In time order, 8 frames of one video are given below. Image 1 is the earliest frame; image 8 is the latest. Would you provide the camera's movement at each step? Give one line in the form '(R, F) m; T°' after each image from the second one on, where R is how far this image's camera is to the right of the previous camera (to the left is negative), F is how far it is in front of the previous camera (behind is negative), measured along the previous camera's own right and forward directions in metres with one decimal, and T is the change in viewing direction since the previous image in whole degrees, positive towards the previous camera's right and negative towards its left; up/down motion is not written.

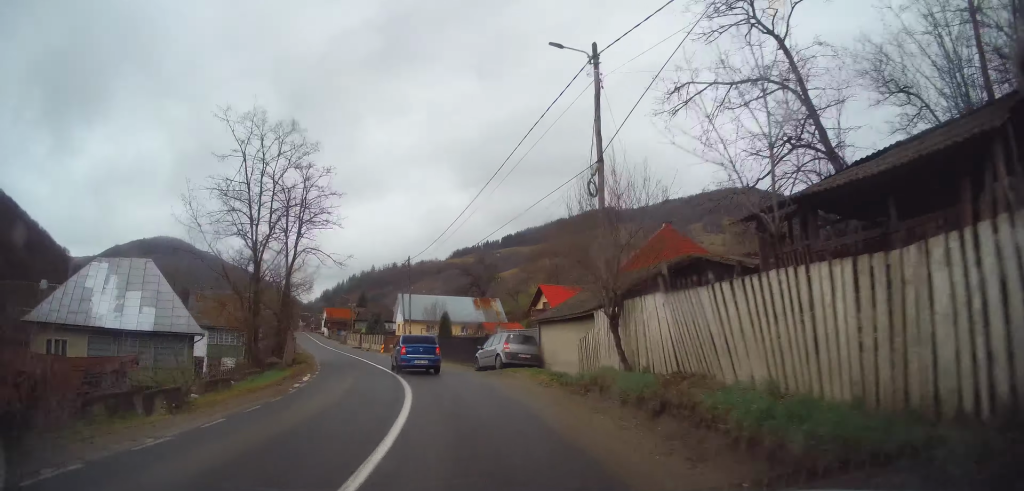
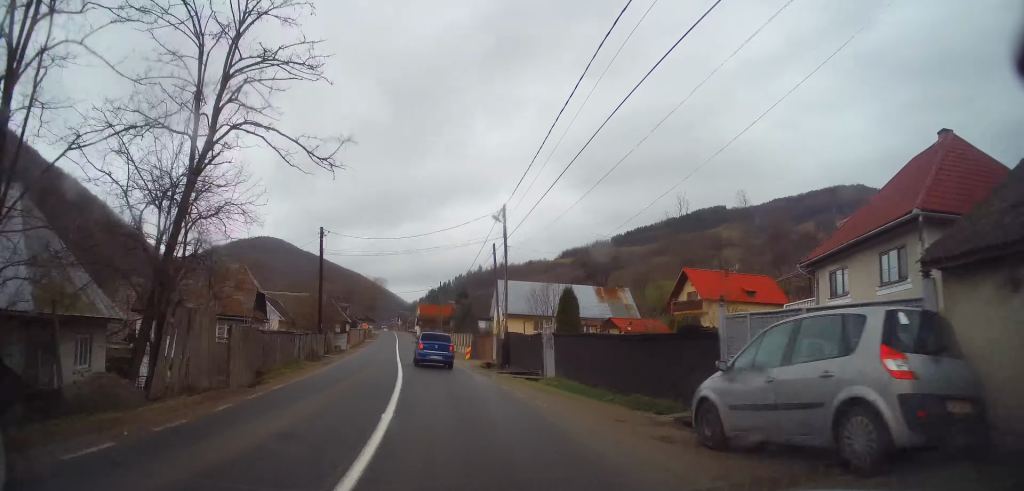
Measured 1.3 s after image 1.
(-1.6, +17.8) m; -11°
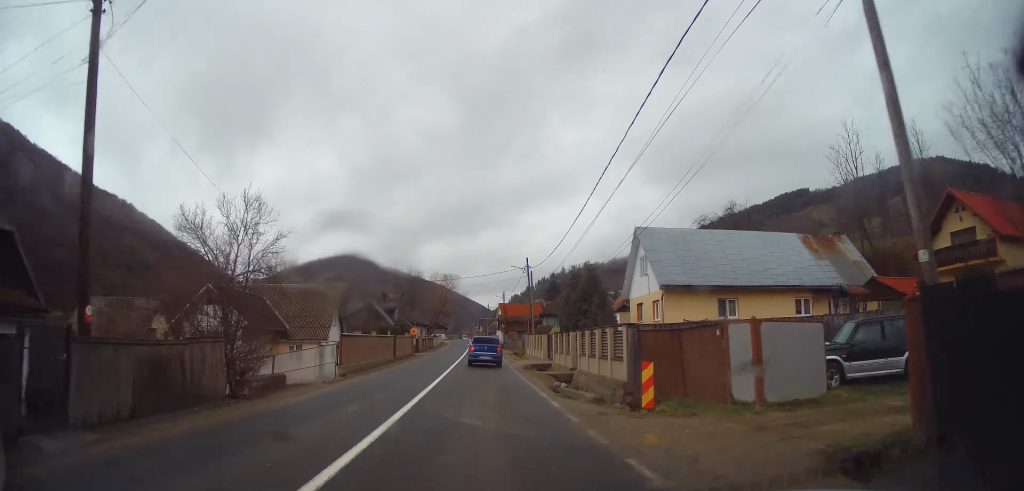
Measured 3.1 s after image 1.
(-2.4, +26.0) m; -7°
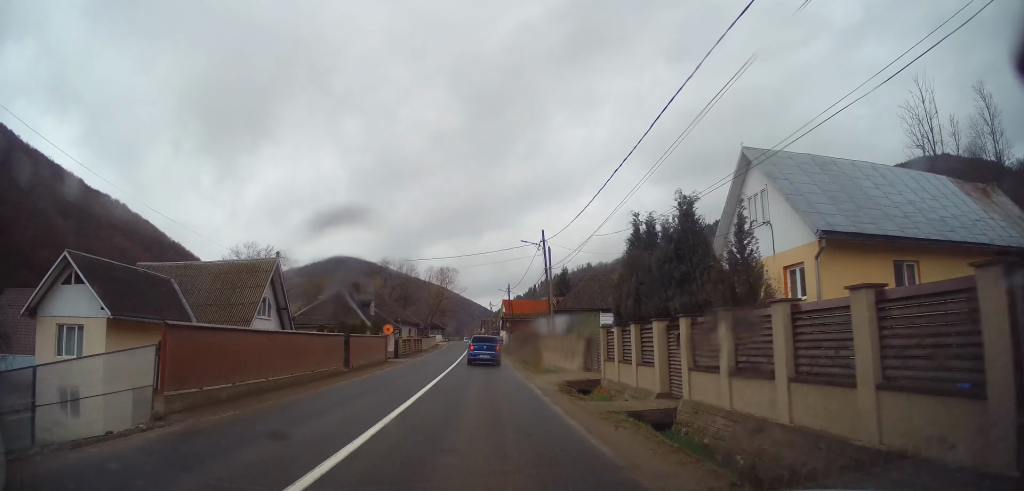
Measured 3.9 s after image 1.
(-0.1, +12.7) m; 0°
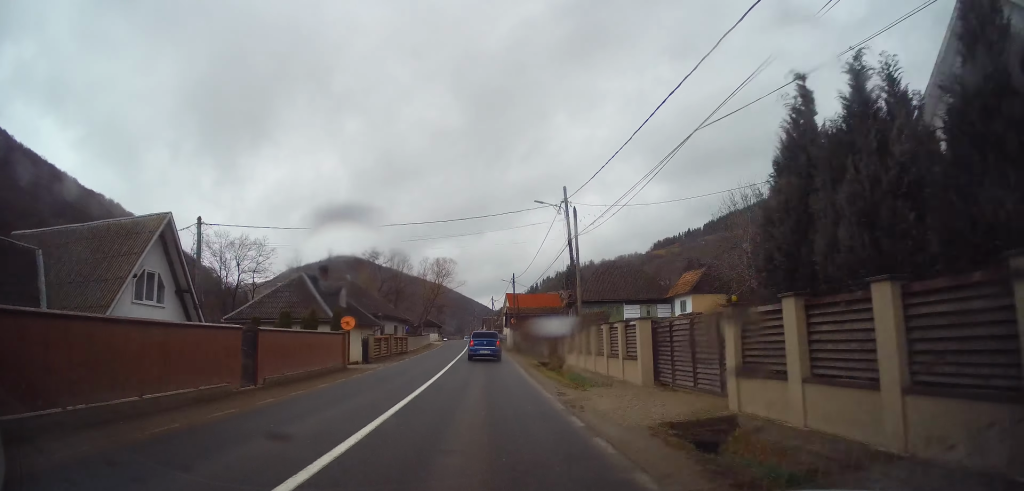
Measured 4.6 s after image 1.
(+0.1, +9.8) m; 0°
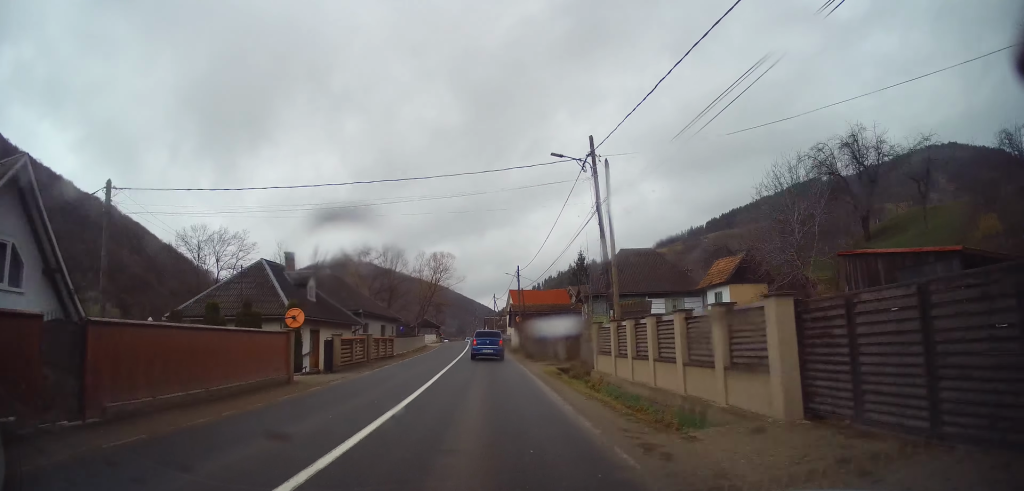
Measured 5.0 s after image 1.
(0.0, +6.7) m; 0°
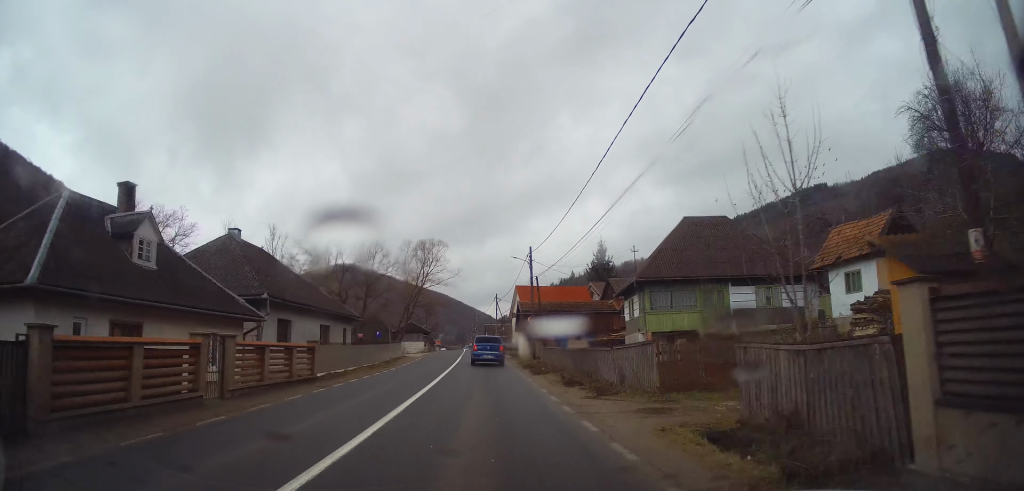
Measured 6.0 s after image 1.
(-0.2, +15.3) m; 0°
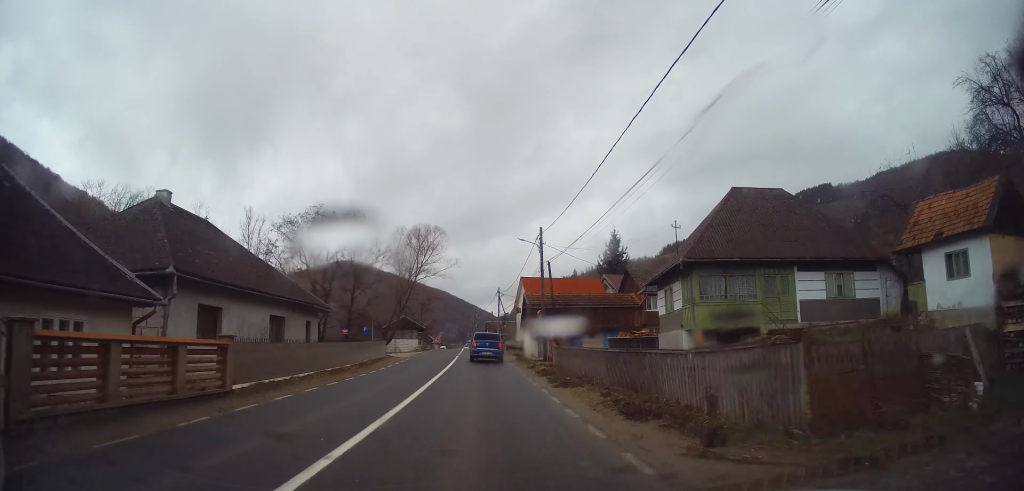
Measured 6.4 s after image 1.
(0.0, +6.6) m; 0°
